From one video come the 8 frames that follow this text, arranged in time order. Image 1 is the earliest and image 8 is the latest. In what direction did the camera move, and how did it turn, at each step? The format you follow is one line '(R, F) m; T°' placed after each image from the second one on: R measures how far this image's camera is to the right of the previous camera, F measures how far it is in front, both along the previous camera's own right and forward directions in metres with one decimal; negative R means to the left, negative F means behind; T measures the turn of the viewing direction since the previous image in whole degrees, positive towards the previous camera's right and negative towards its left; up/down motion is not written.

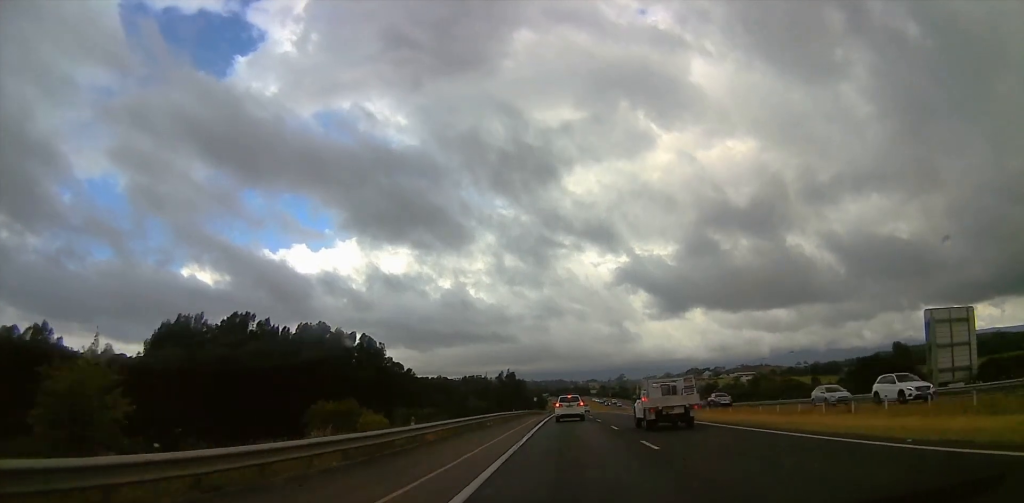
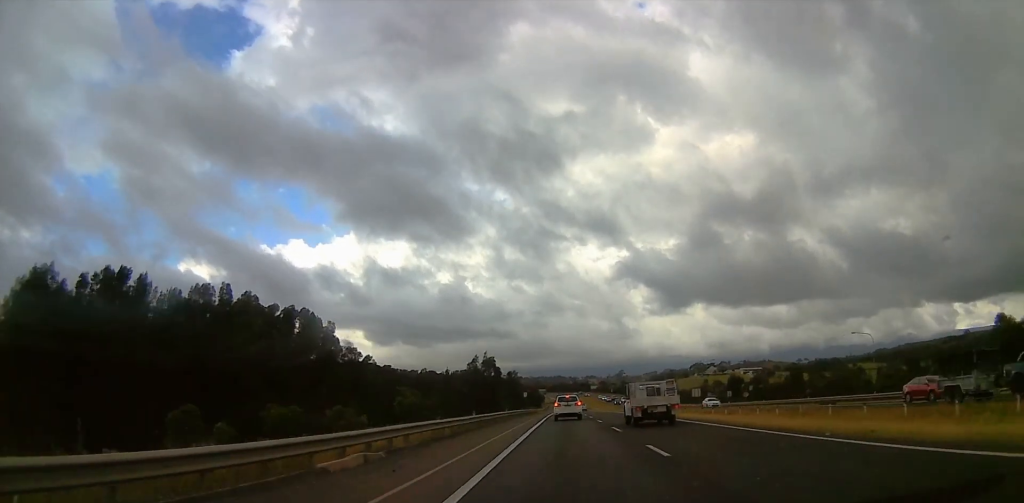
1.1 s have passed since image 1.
(+0.1, +25.4) m; 0°
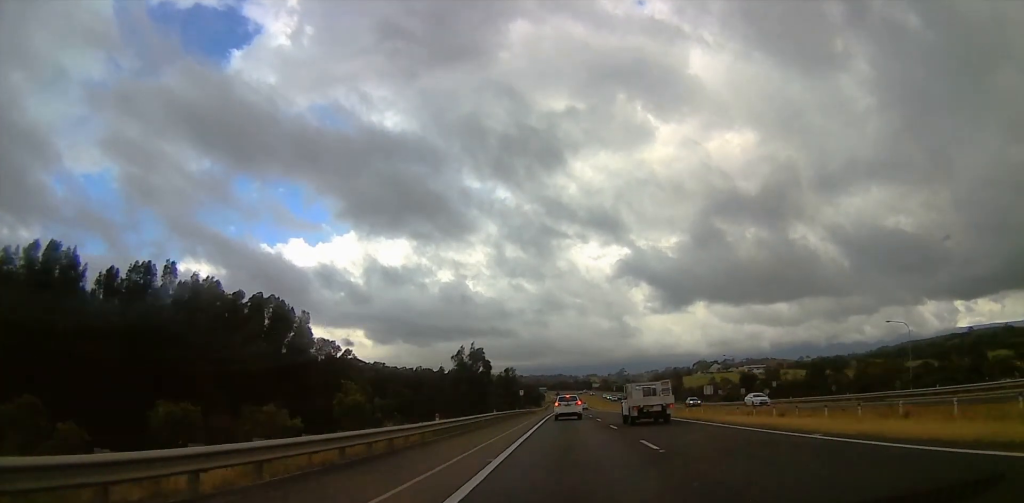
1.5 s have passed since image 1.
(+0.1, +10.4) m; -1°
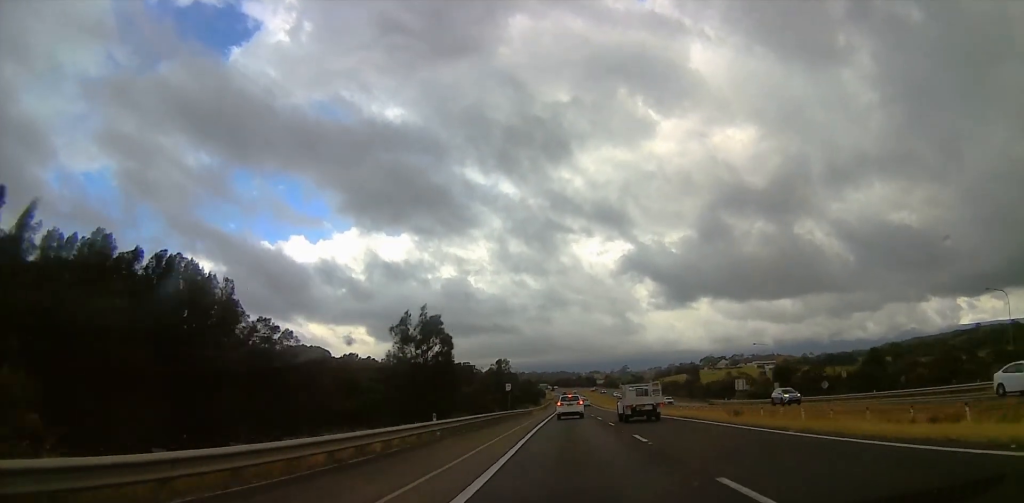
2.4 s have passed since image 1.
(-0.3, +21.6) m; -2°
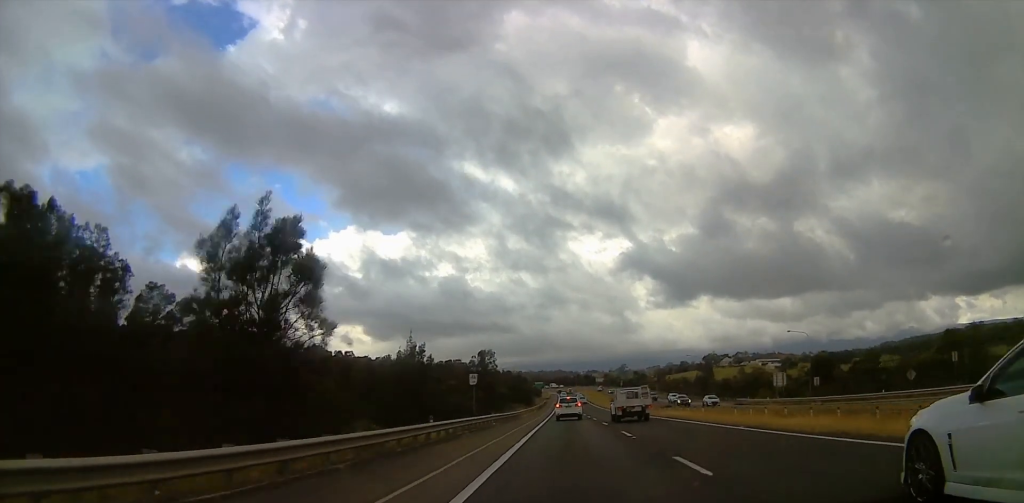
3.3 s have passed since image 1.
(-0.3, +19.6) m; 0°
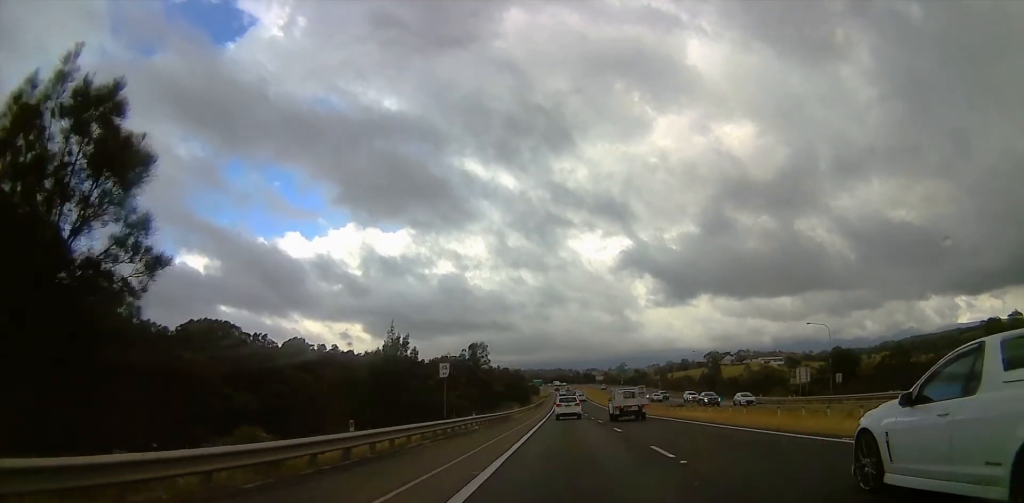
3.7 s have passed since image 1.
(-0.1, +9.4) m; +1°
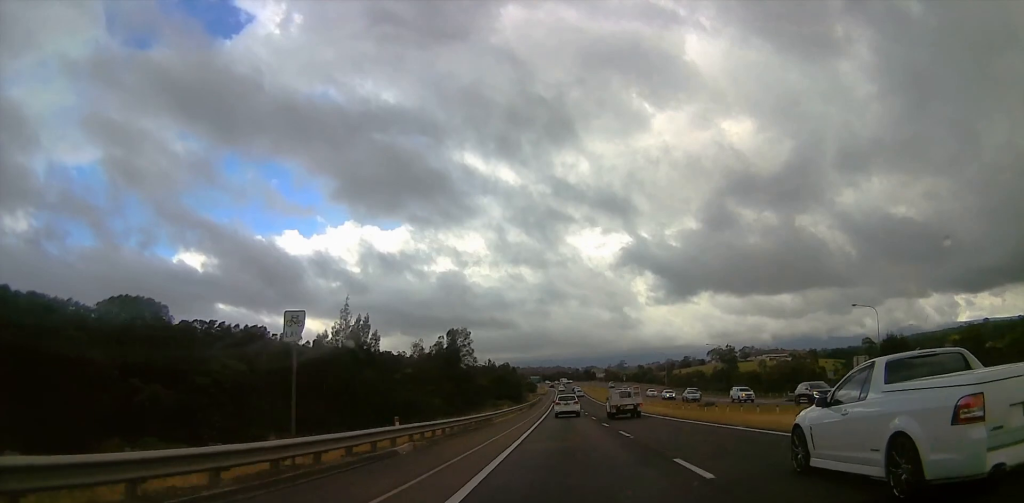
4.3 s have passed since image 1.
(+0.2, +15.0) m; +1°
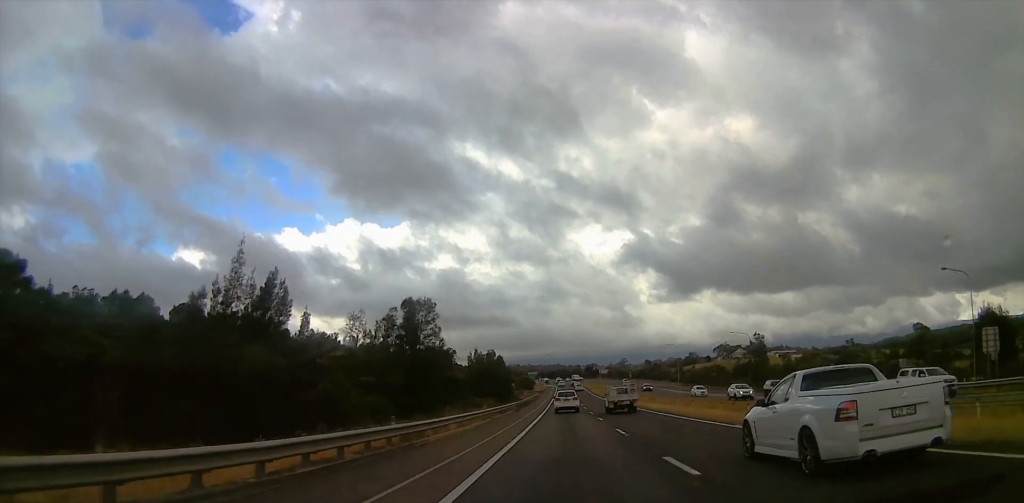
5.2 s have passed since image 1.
(+0.4, +20.8) m; +1°
